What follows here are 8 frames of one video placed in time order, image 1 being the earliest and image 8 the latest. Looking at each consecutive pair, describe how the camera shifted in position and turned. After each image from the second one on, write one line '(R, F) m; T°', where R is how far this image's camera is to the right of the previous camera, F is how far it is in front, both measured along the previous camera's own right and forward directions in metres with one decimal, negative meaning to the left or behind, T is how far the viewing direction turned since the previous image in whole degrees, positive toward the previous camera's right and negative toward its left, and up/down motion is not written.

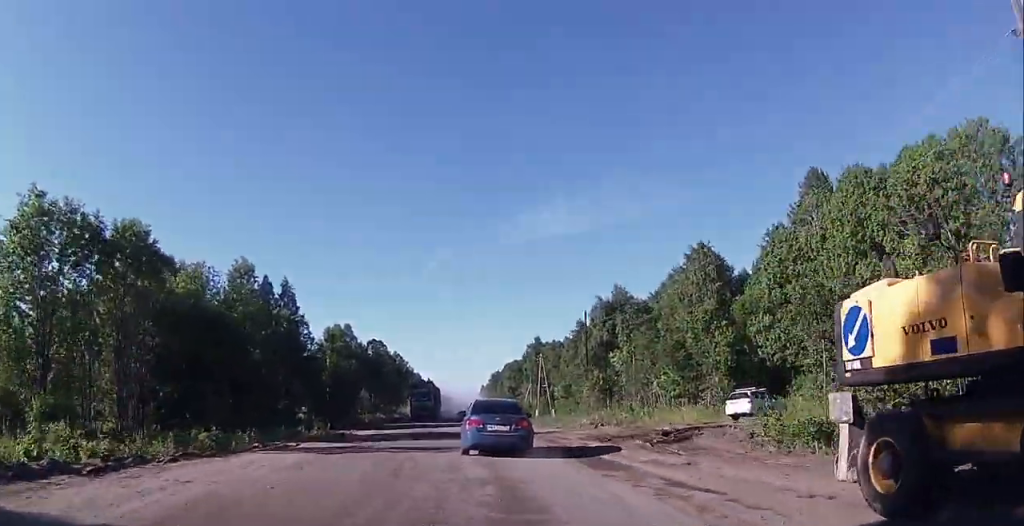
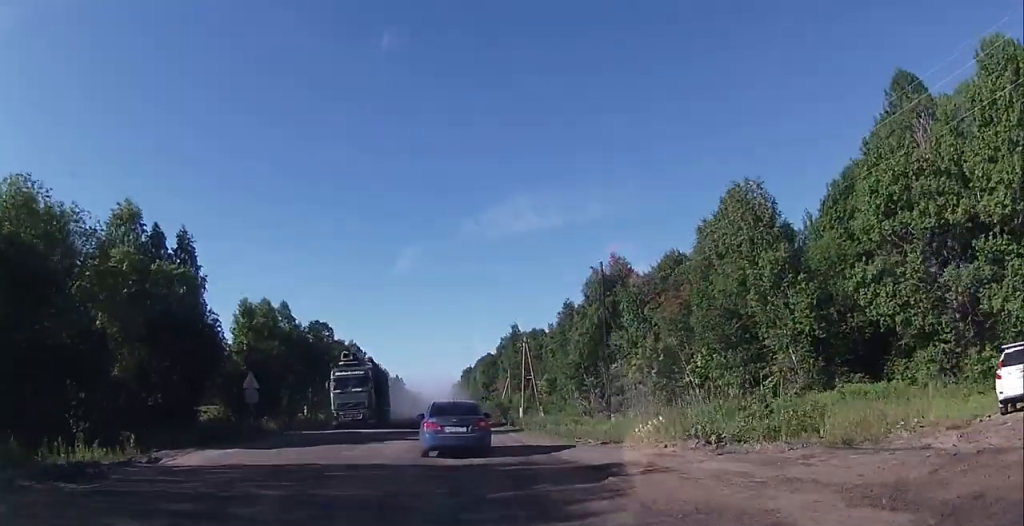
(+0.9, +19.5) m; +2°
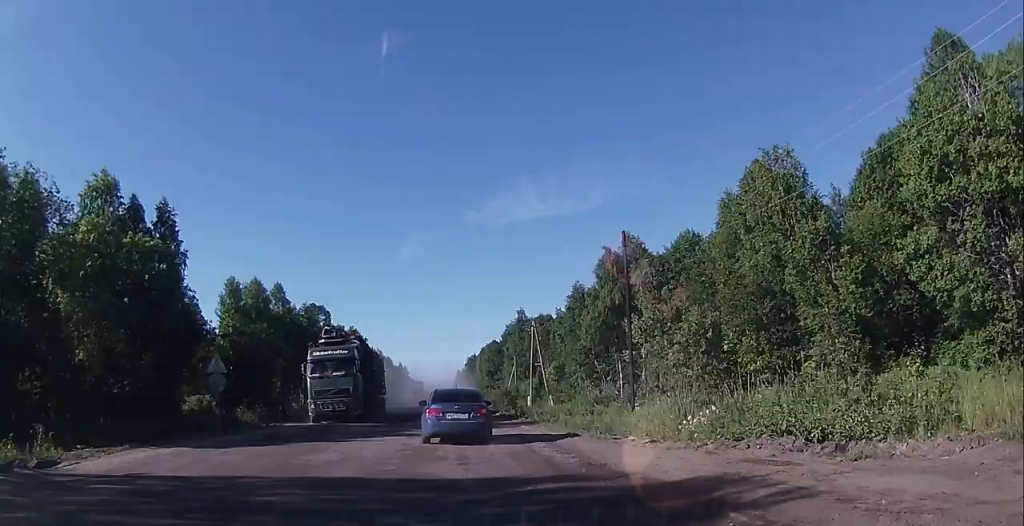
(-0.1, +4.7) m; 0°
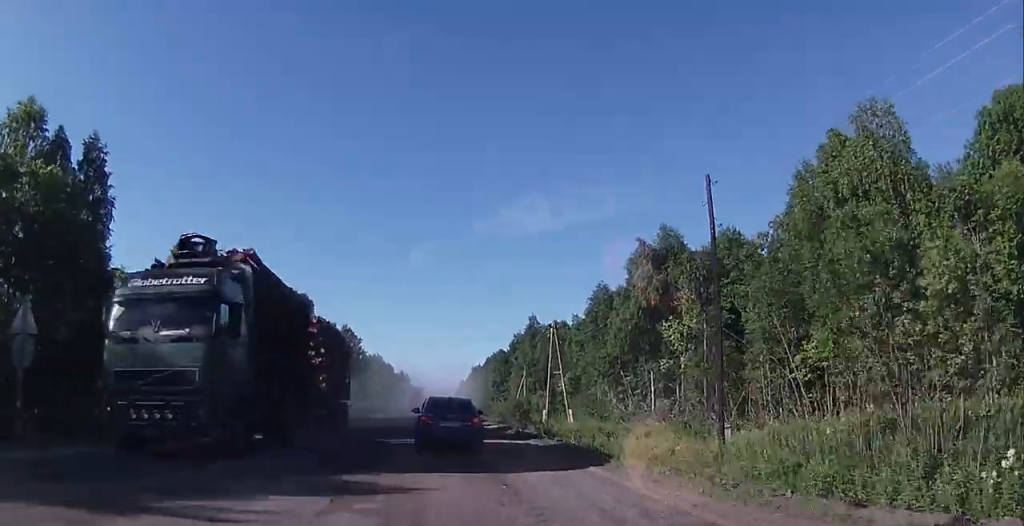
(+0.1, +12.4) m; +1°
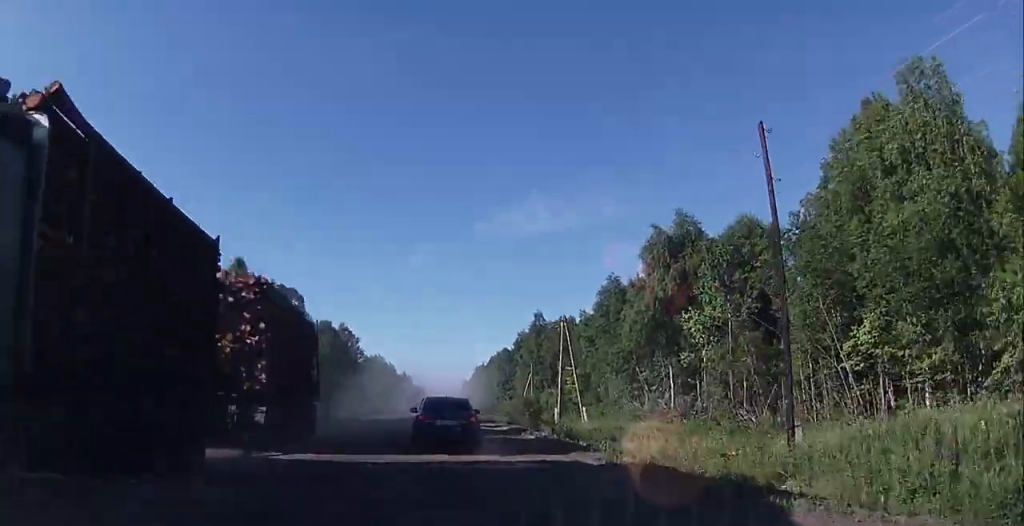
(0.0, +5.3) m; 0°
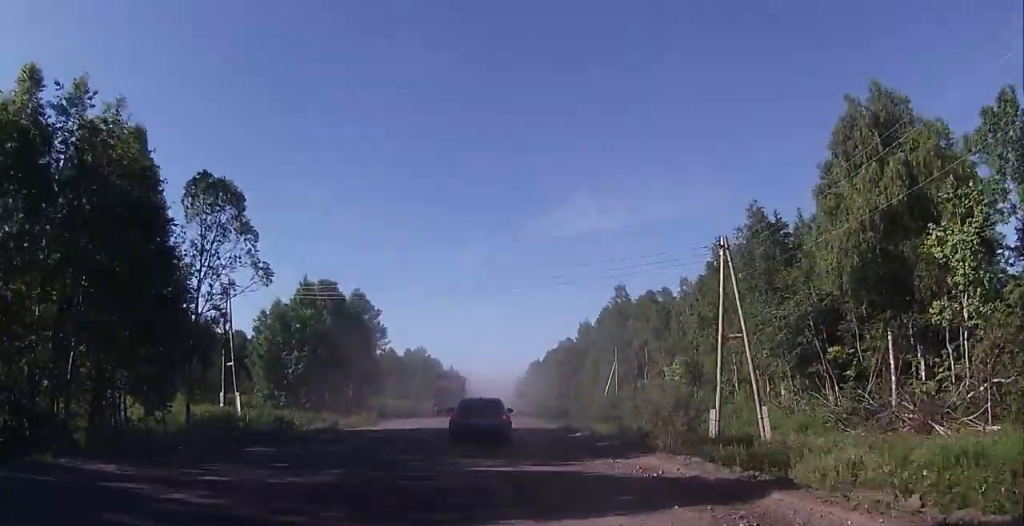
(-1.6, +31.6) m; -3°
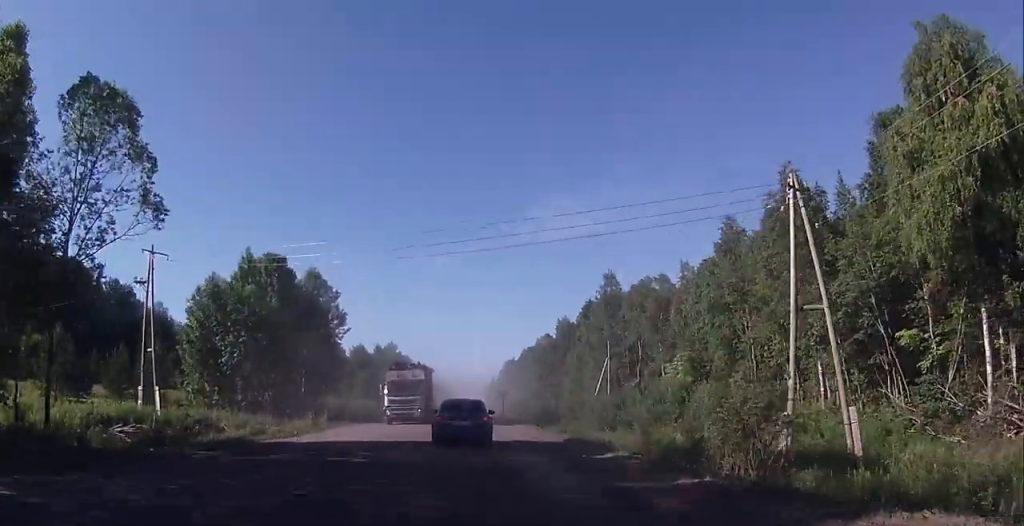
(+0.3, +11.2) m; 0°
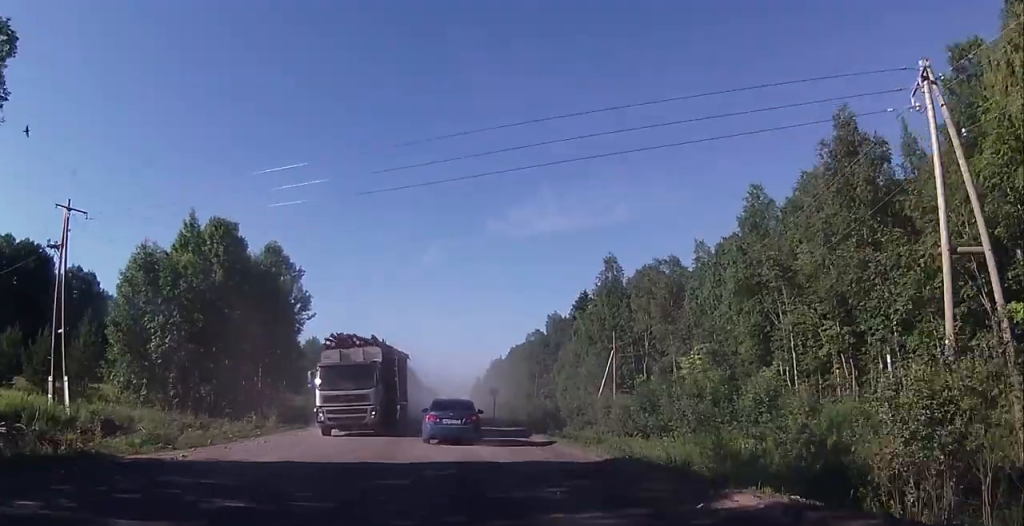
(0.0, +10.0) m; 0°
